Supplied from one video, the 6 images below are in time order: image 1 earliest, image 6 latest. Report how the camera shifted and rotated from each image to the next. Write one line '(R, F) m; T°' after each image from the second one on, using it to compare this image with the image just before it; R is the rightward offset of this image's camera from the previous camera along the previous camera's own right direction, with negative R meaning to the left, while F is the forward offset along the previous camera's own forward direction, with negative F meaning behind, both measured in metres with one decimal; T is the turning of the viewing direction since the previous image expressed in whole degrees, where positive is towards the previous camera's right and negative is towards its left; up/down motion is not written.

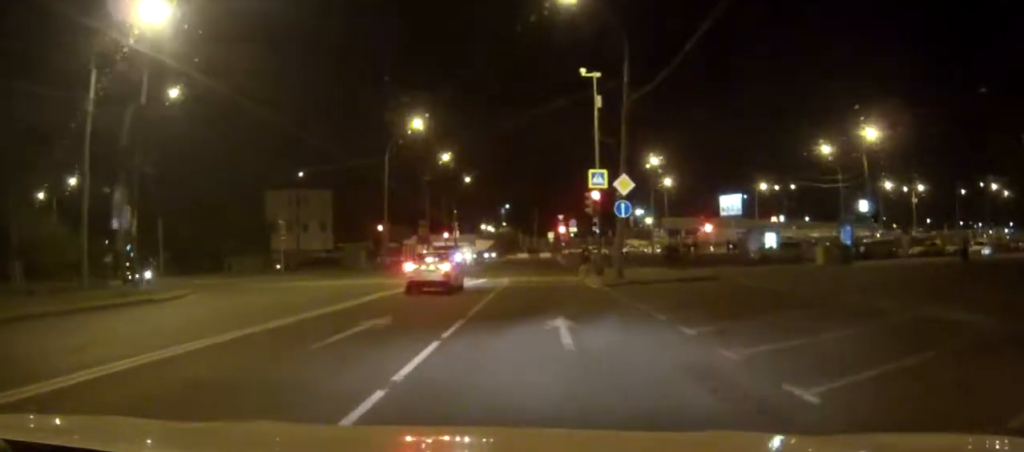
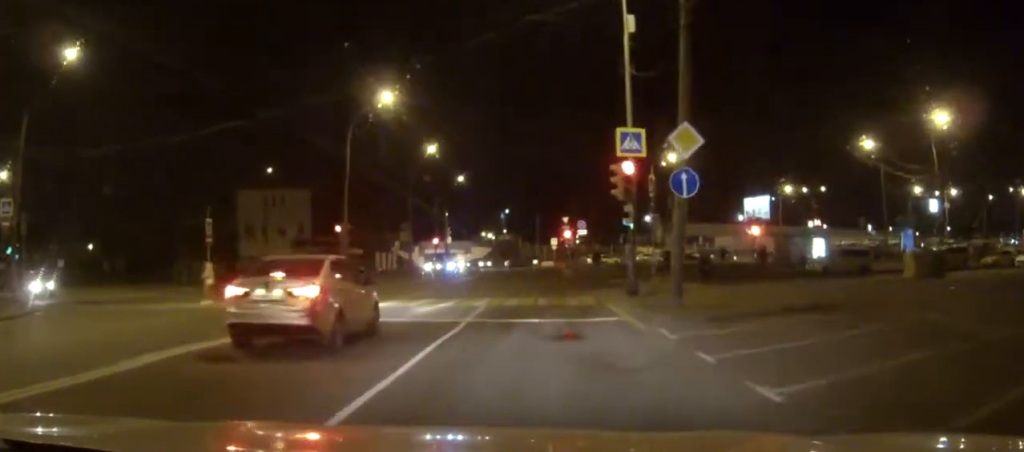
(-0.1, +14.4) m; -1°
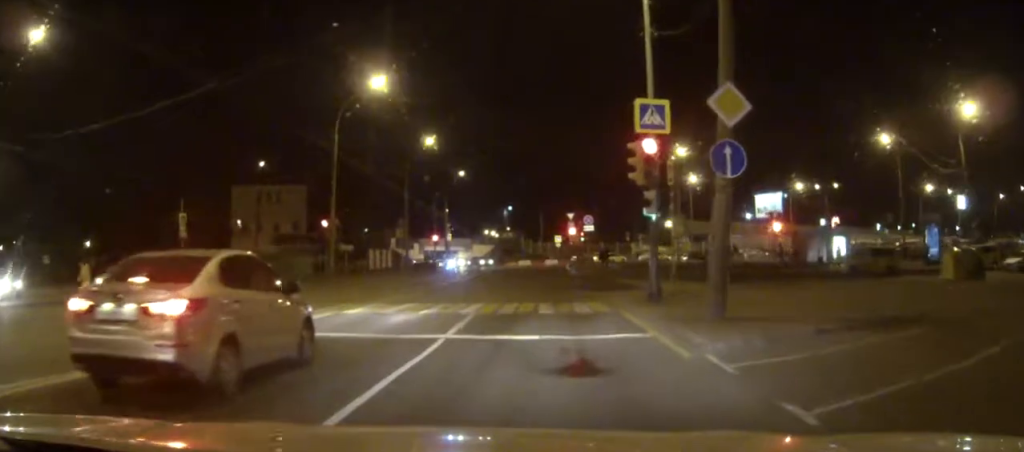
(0.0, +4.2) m; +1°
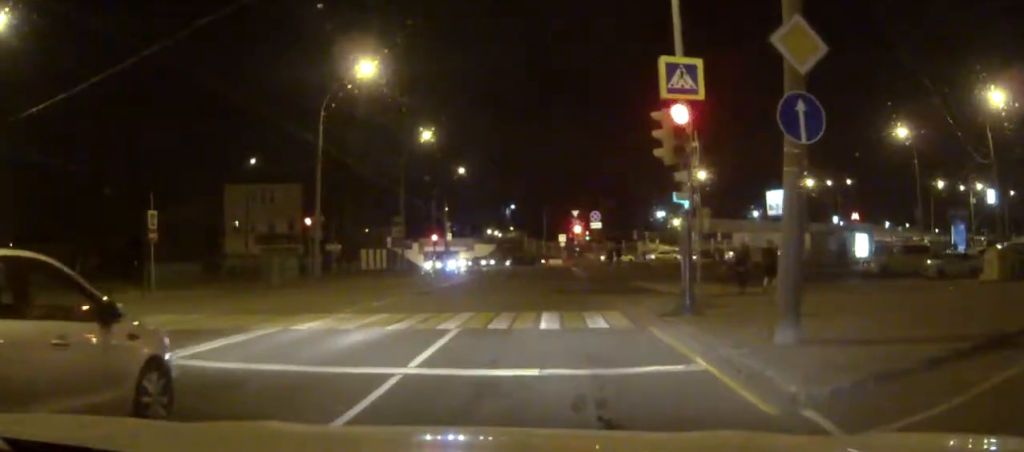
(0.0, +4.3) m; 0°
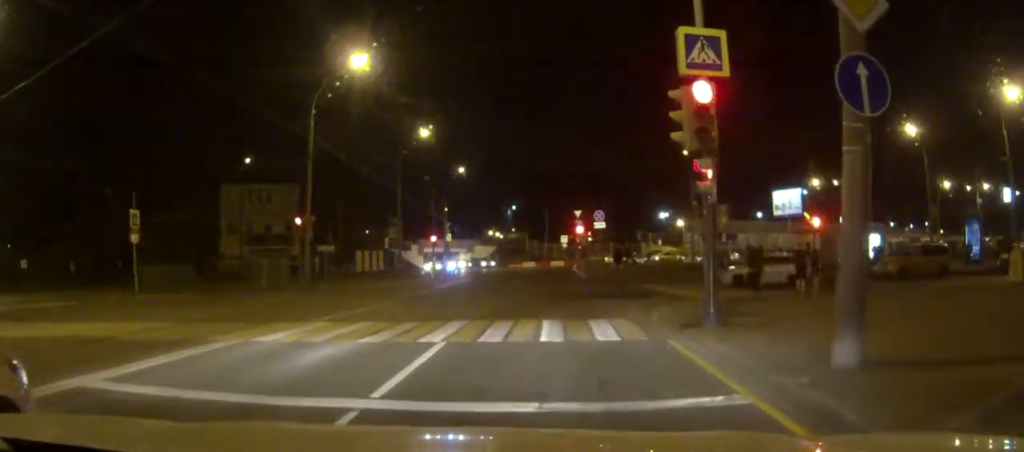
(-0.1, +2.4) m; 0°
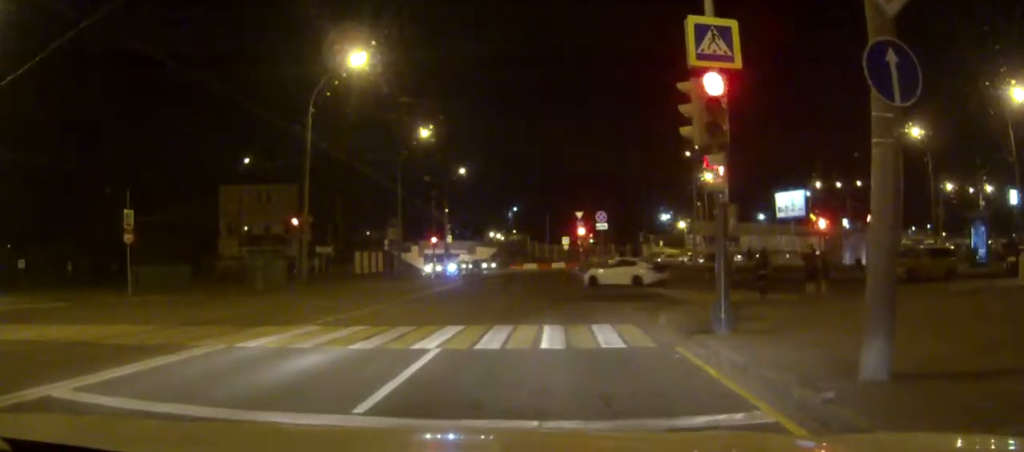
(0.0, +0.9) m; 0°
